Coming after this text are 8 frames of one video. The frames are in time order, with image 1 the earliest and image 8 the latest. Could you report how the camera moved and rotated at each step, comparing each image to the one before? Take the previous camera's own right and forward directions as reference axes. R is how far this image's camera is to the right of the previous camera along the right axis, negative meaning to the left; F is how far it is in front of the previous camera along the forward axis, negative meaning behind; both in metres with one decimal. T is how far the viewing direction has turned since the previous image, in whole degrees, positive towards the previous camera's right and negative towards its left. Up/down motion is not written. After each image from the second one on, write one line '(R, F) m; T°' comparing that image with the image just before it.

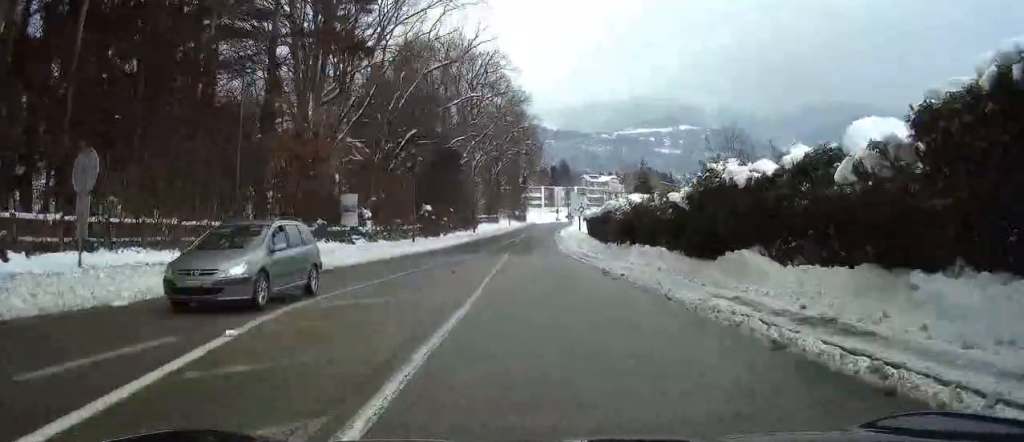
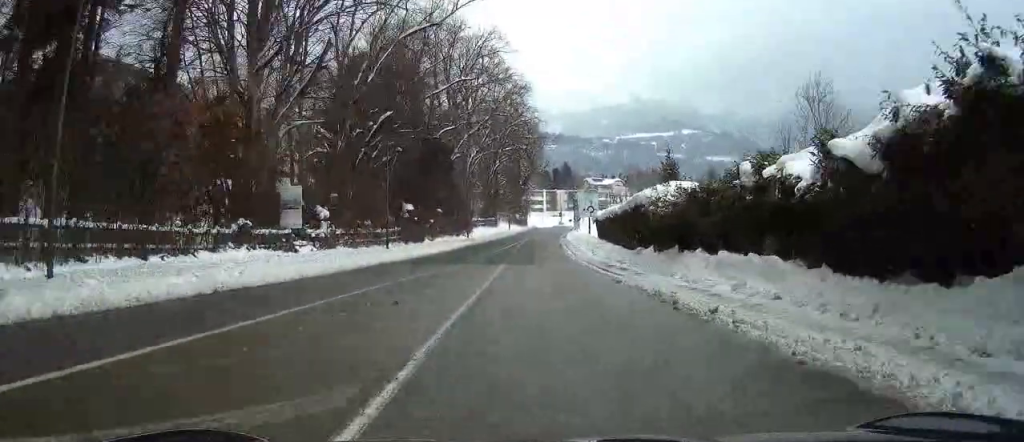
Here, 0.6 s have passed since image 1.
(-0.3, +10.5) m; -1°
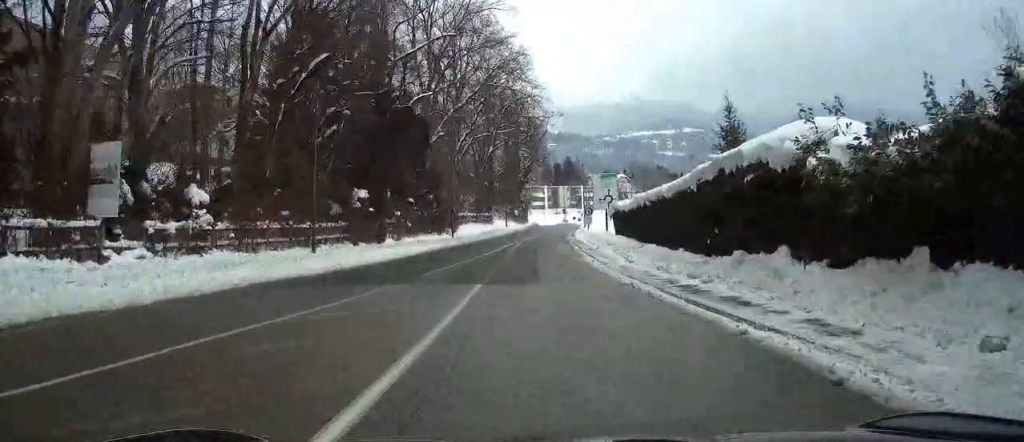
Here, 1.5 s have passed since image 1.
(0.0, +14.9) m; +1°
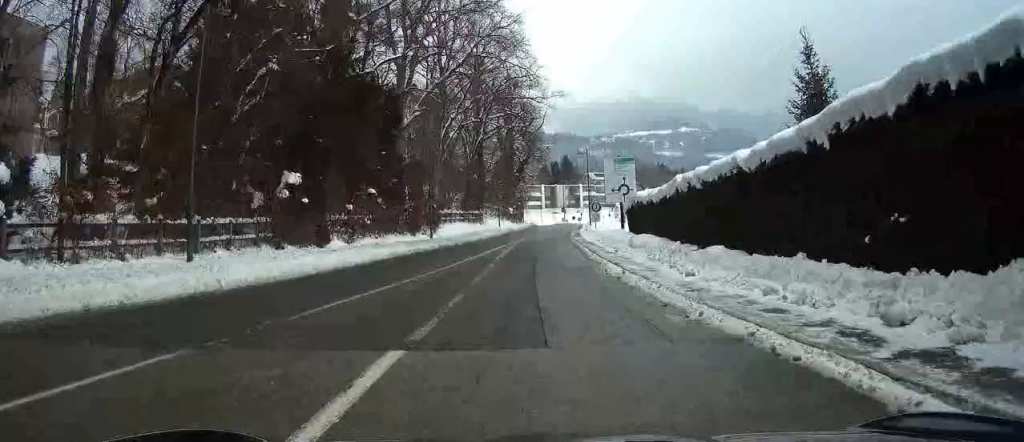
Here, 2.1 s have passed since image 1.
(+0.1, +10.2) m; 0°
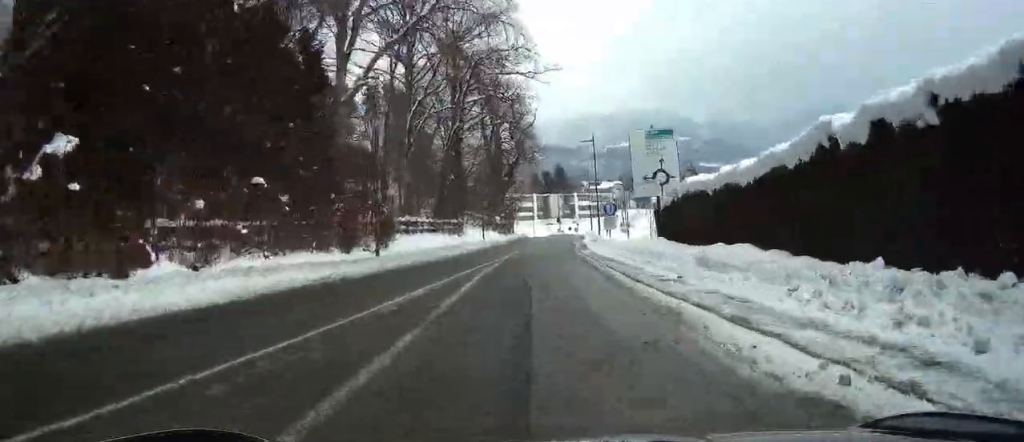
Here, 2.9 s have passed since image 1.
(0.0, +14.3) m; 0°
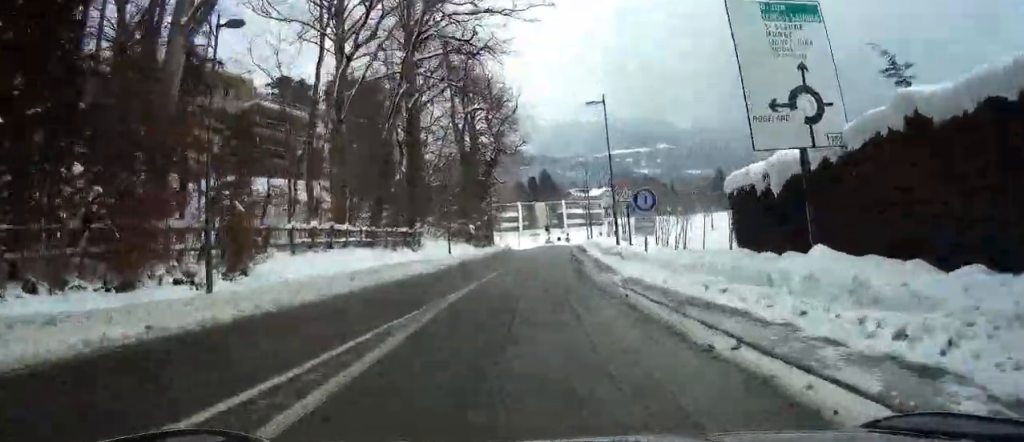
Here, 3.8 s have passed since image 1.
(0.0, +15.8) m; 0°
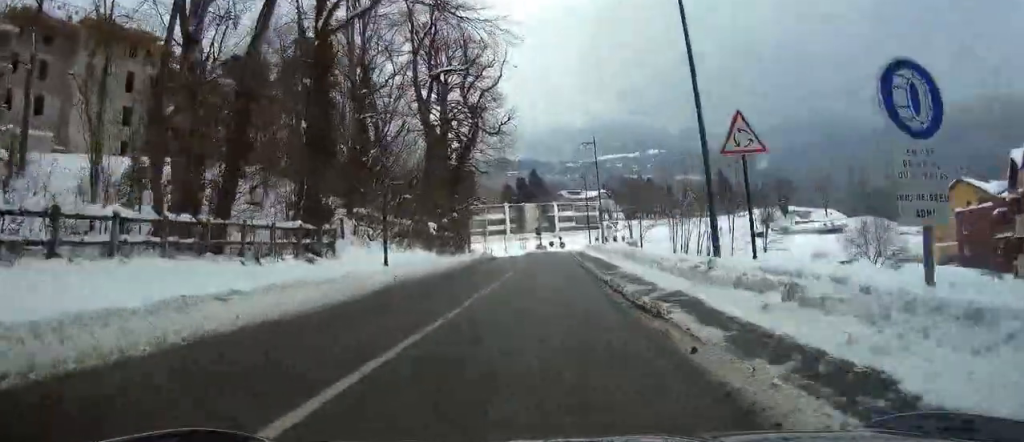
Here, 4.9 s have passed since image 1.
(0.0, +18.3) m; 0°
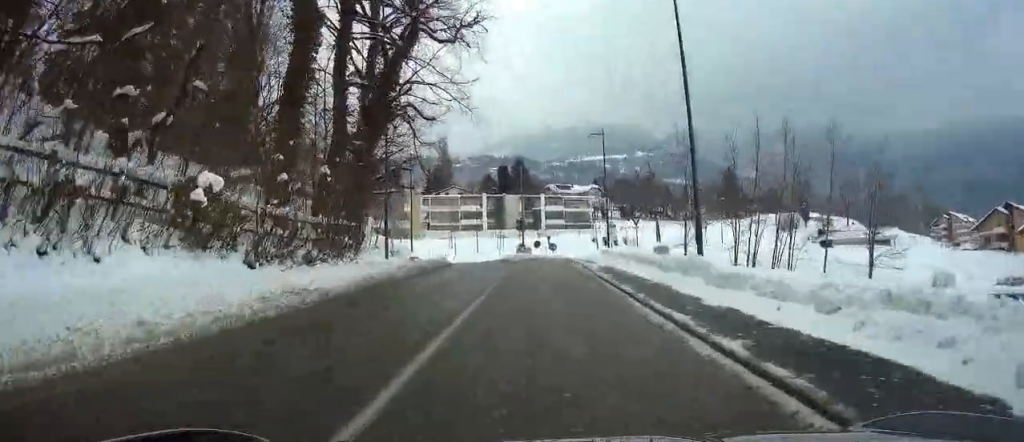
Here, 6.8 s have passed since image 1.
(+0.4, +28.7) m; +2°
